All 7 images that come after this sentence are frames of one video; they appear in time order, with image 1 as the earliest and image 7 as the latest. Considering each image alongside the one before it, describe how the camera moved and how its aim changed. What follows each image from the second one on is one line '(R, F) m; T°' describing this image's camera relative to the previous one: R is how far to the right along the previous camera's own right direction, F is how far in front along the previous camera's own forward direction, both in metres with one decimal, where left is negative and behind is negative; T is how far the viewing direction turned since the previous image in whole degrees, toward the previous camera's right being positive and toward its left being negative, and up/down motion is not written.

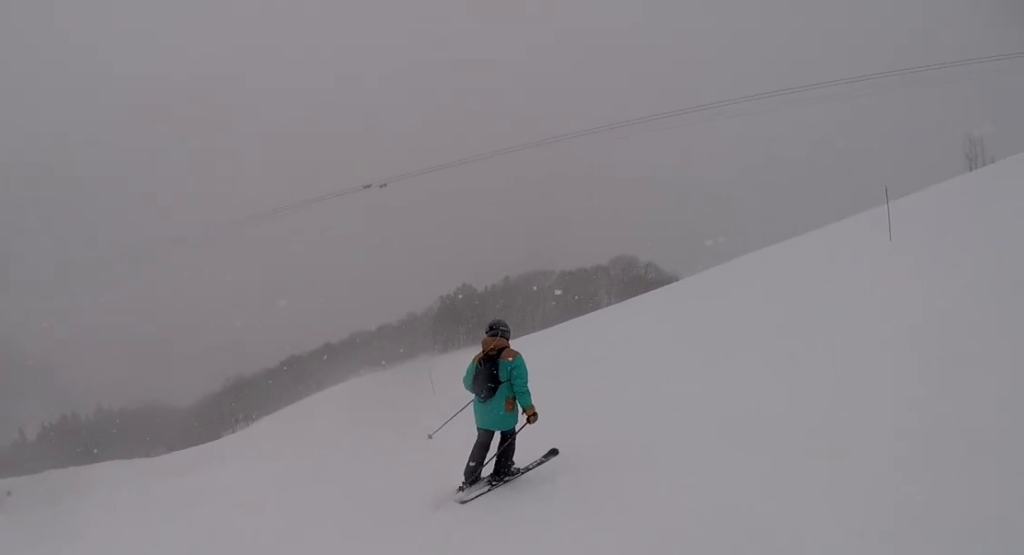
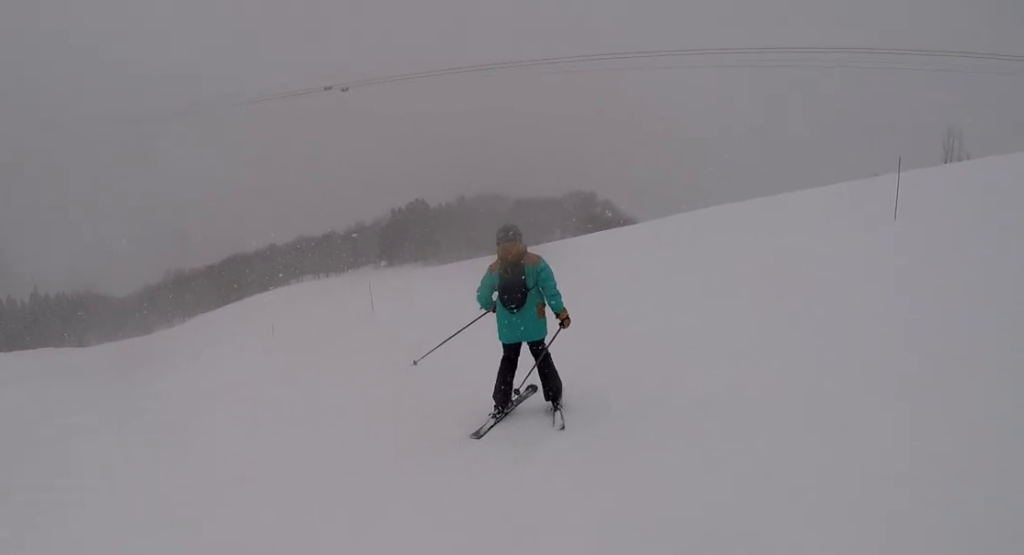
(+0.4, +2.5) m; +7°
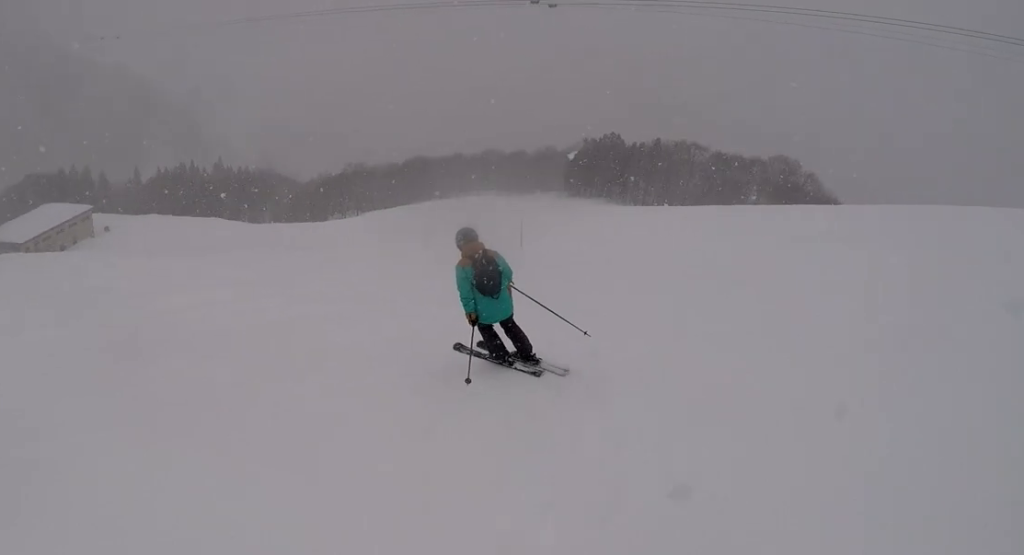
(0.0, +4.5) m; -19°
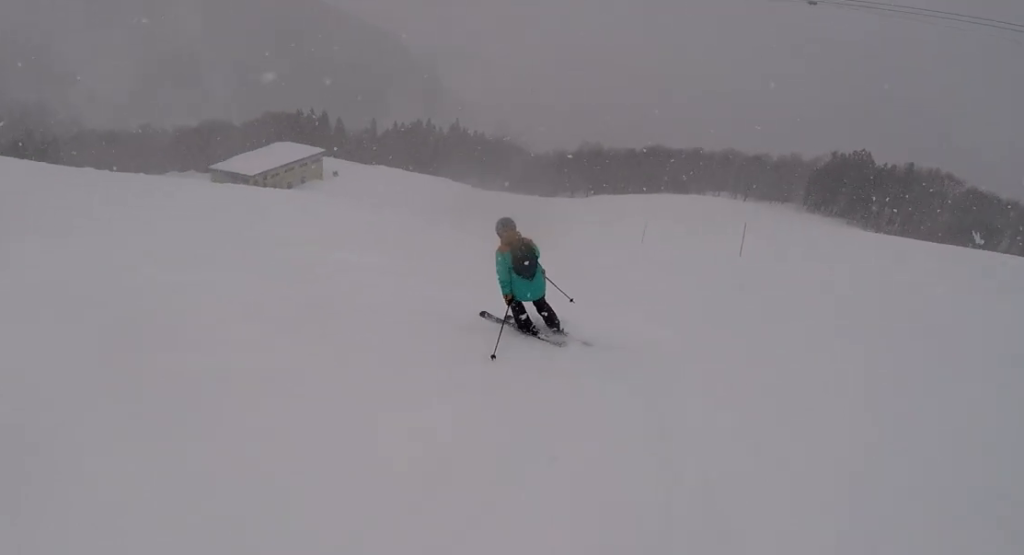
(-0.7, +2.1) m; -14°
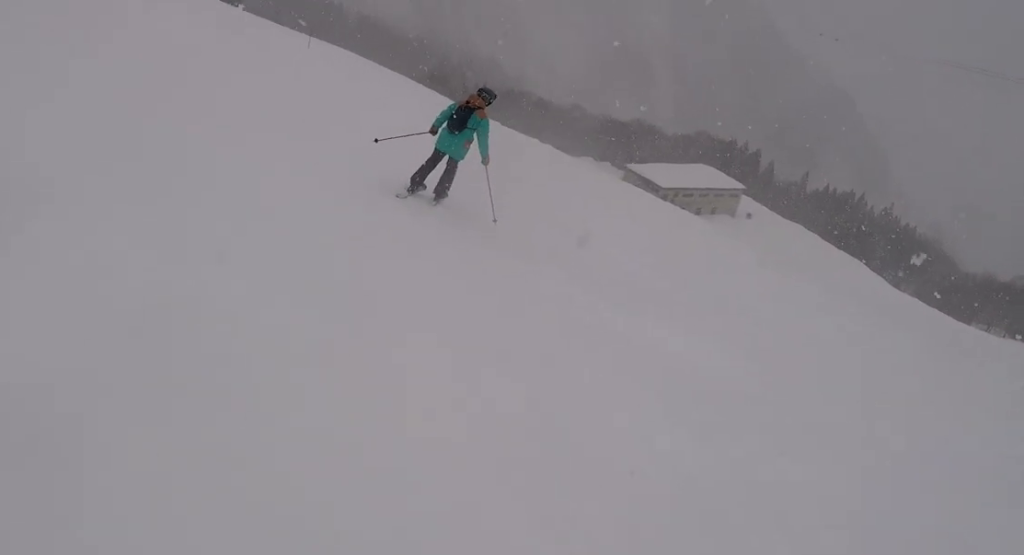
(-2.3, +6.8) m; -55°
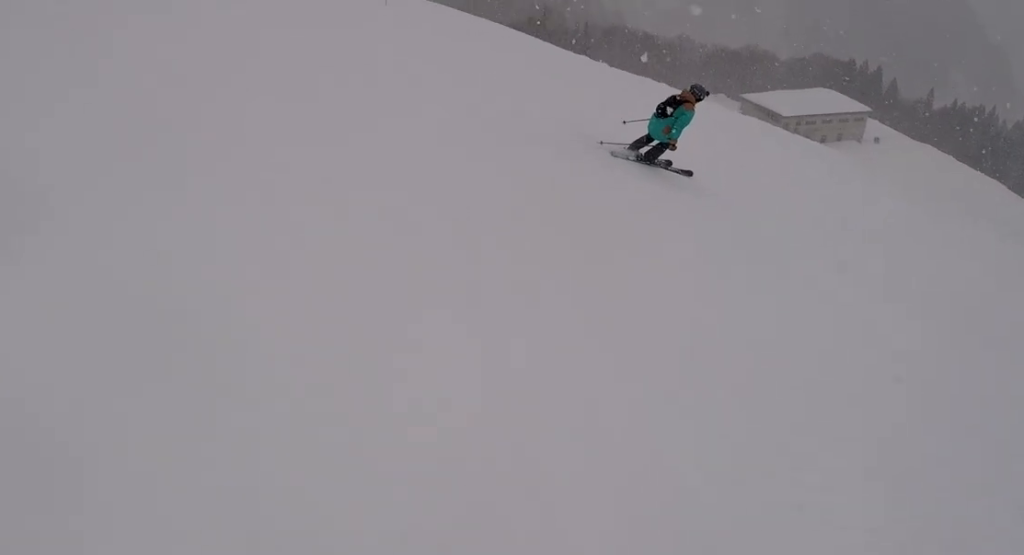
(-2.1, +3.6) m; -14°
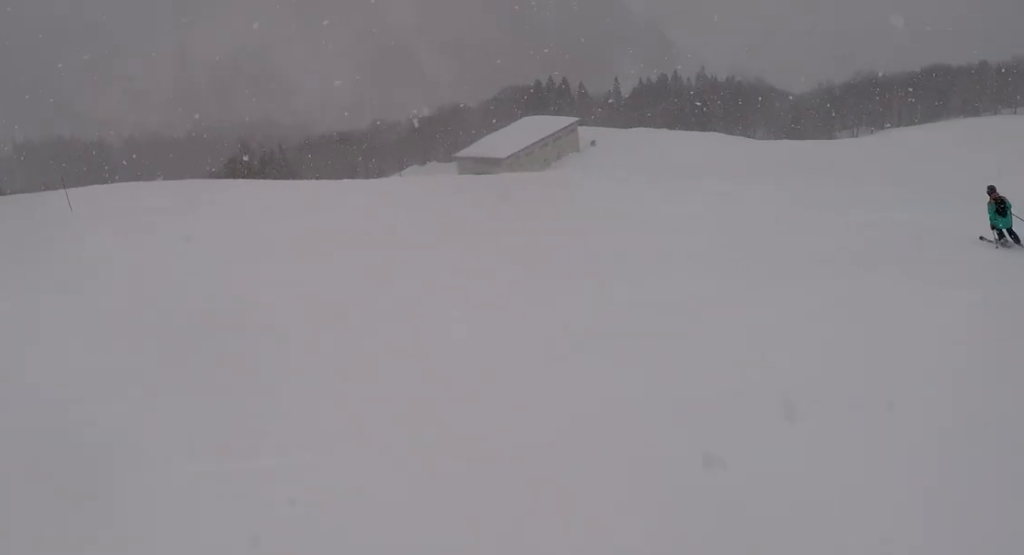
(+2.8, +7.7) m; +50°
